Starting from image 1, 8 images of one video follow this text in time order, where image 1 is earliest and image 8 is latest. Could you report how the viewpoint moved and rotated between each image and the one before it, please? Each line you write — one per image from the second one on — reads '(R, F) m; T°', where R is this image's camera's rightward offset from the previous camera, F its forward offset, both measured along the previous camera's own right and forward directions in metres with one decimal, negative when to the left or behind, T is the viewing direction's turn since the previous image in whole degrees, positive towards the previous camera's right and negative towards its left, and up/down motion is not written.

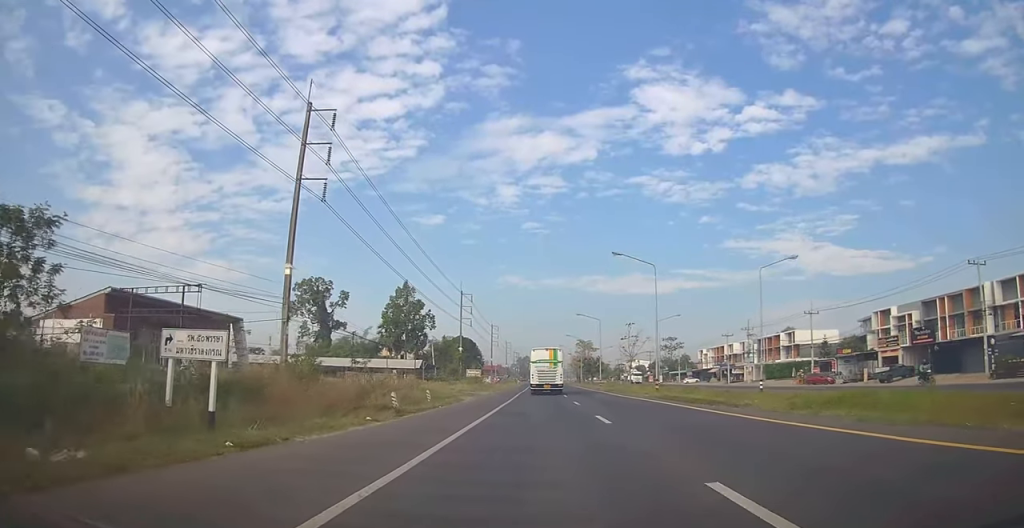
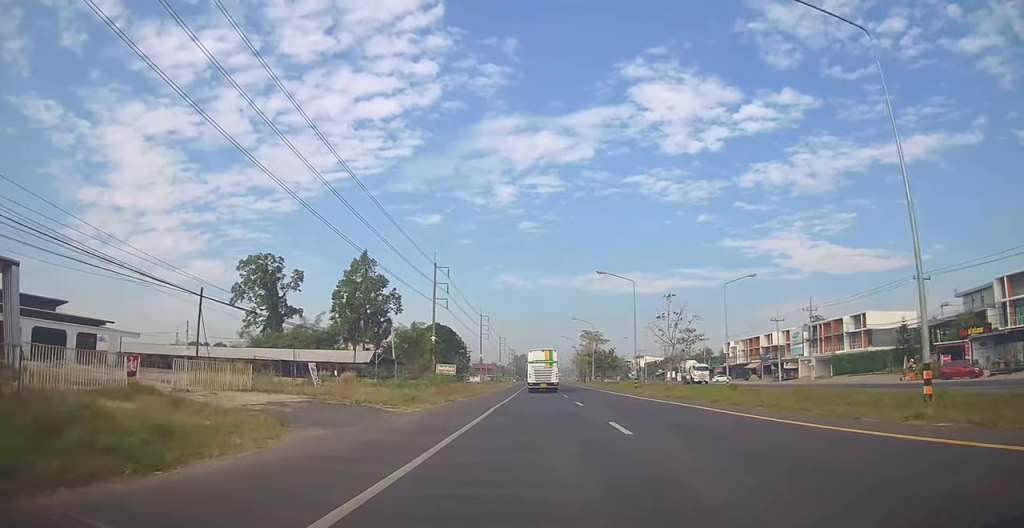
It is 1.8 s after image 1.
(+0.2, +28.6) m; 0°
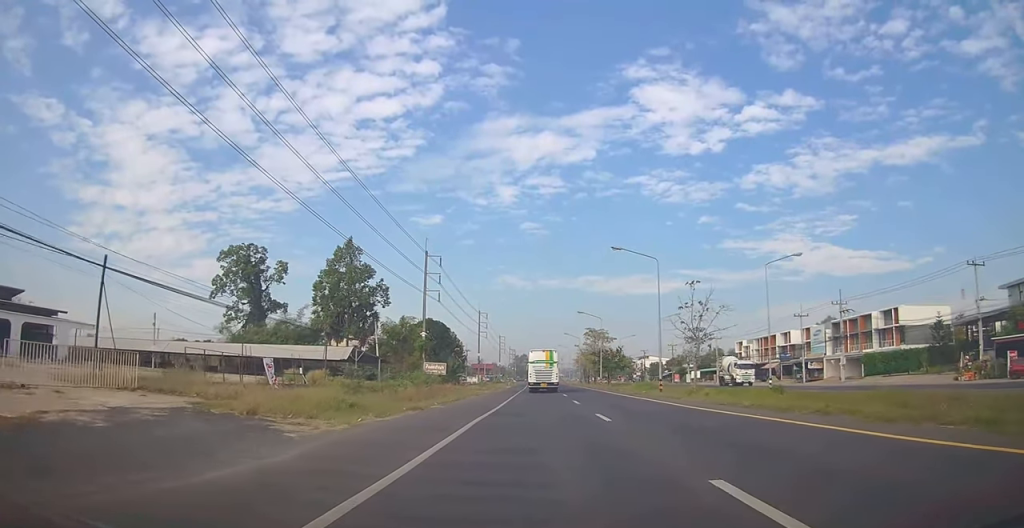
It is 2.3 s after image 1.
(0.0, +8.7) m; 0°
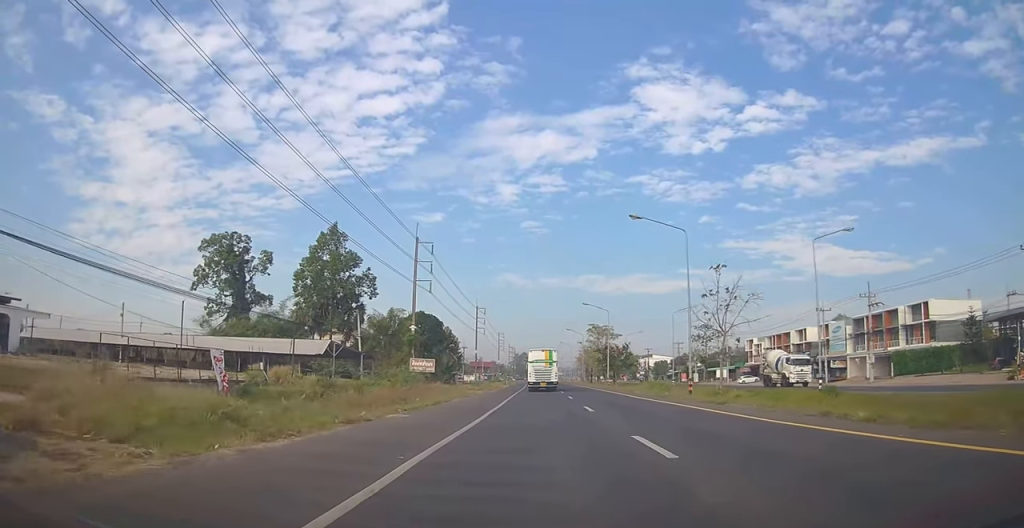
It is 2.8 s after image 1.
(0.0, +7.5) m; 0°
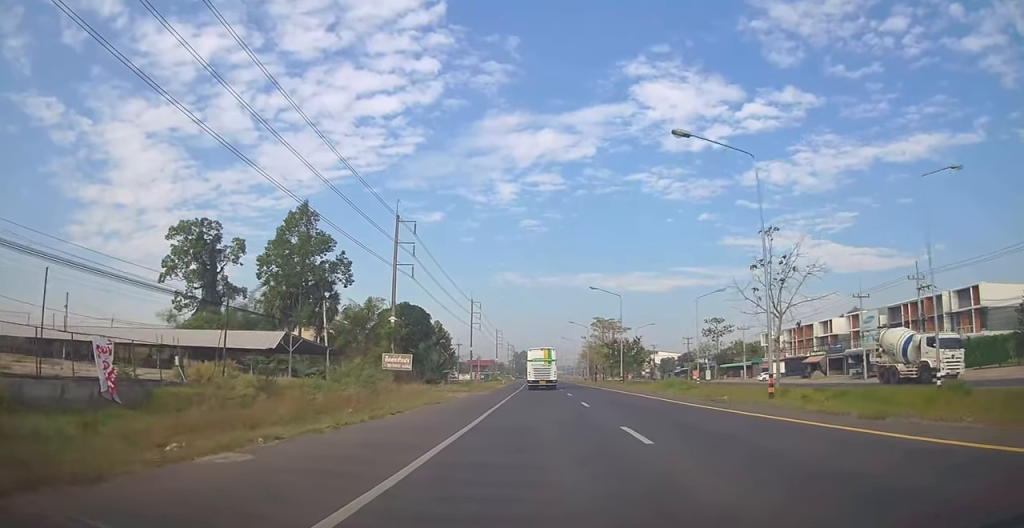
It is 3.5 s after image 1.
(+0.1, +10.4) m; 0°
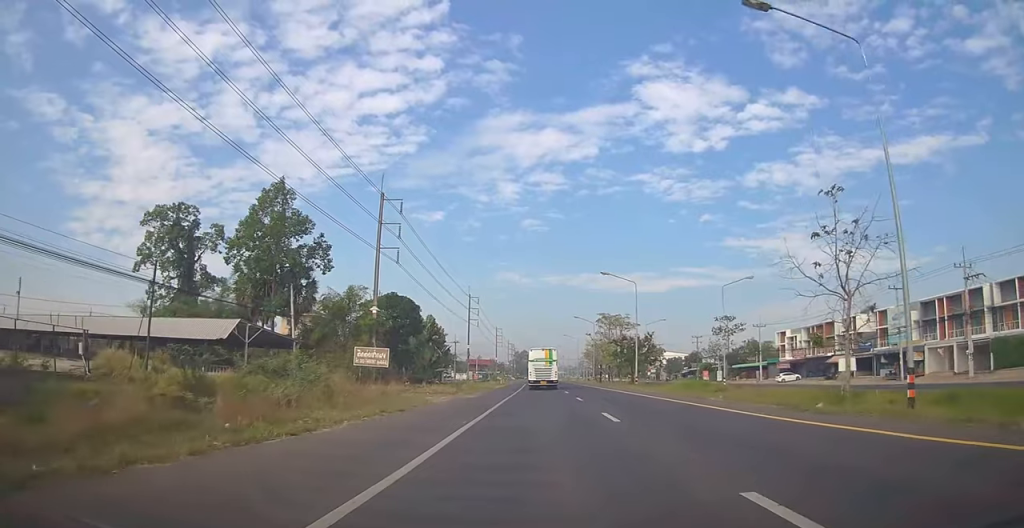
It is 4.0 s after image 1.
(0.0, +7.8) m; 0°
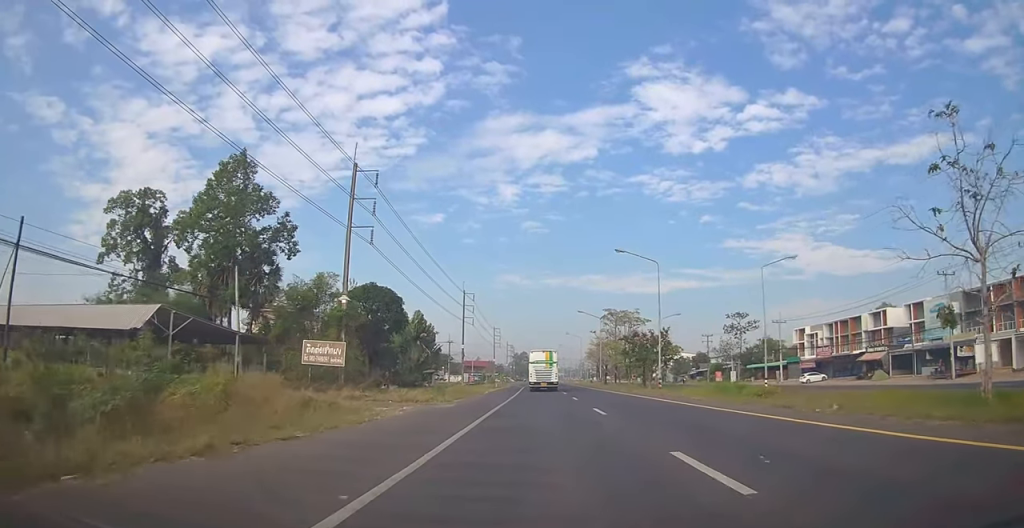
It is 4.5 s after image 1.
(-0.1, +9.1) m; 0°
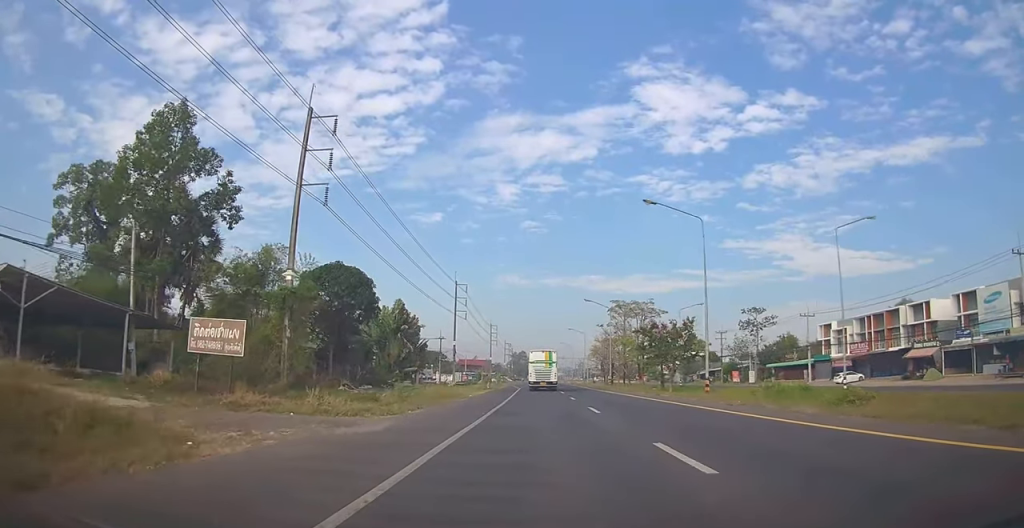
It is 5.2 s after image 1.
(0.0, +11.0) m; 0°
